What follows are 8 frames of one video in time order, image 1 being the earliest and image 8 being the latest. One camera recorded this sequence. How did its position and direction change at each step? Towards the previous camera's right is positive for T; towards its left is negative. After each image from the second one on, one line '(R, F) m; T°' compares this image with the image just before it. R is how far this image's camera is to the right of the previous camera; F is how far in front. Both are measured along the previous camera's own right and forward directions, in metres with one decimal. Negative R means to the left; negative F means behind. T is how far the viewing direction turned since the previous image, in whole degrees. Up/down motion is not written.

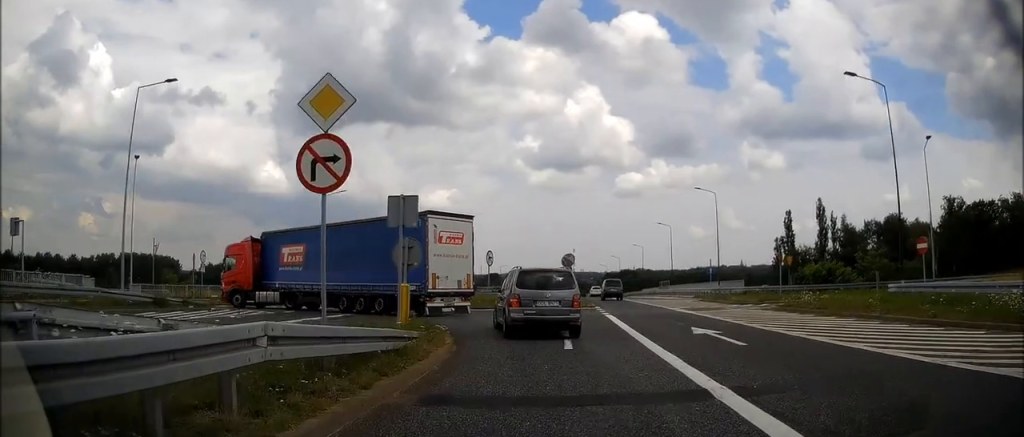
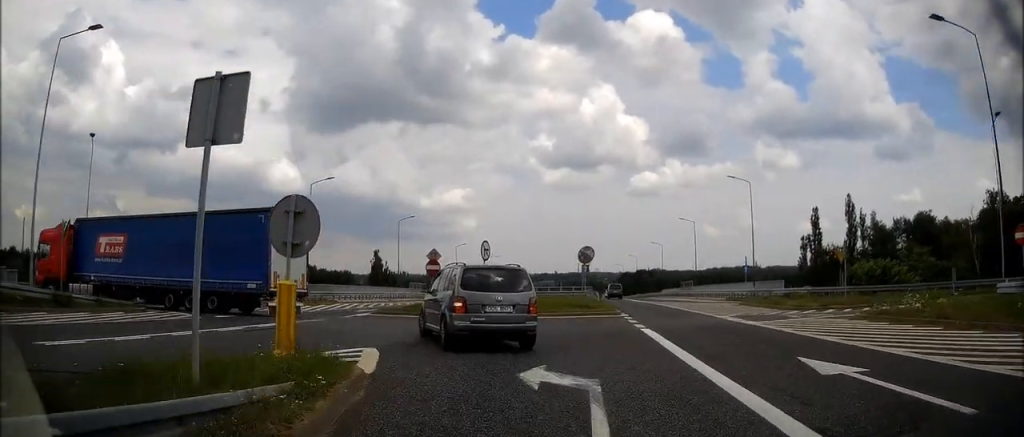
(-0.1, +6.8) m; -4°
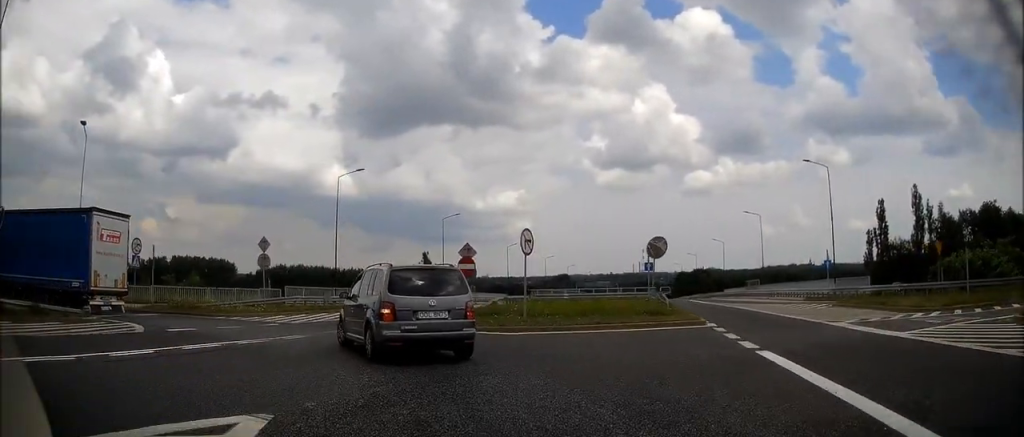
(-0.3, +5.7) m; -5°
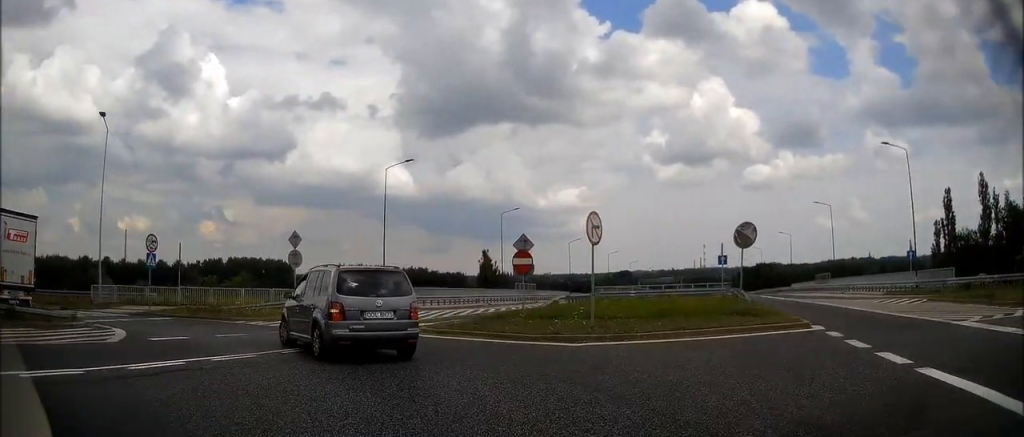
(-0.1, +3.4) m; -7°
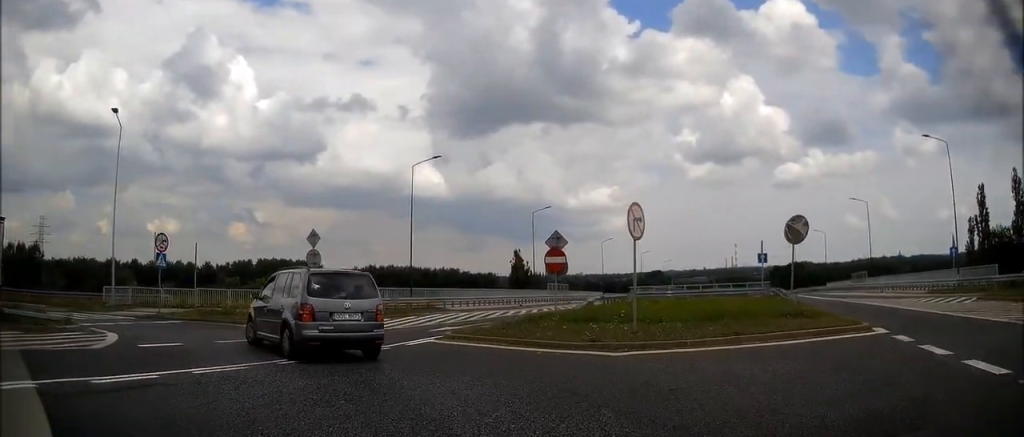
(0.0, +1.5) m; -4°
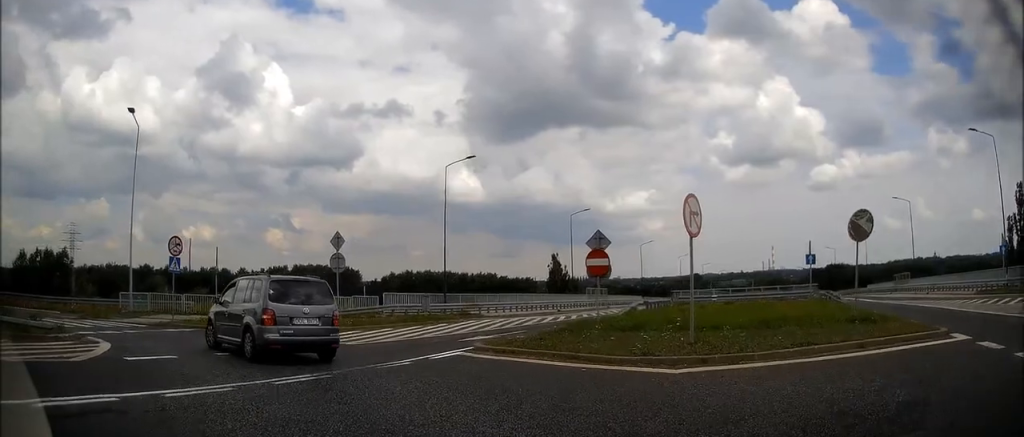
(-0.1, +1.5) m; -4°
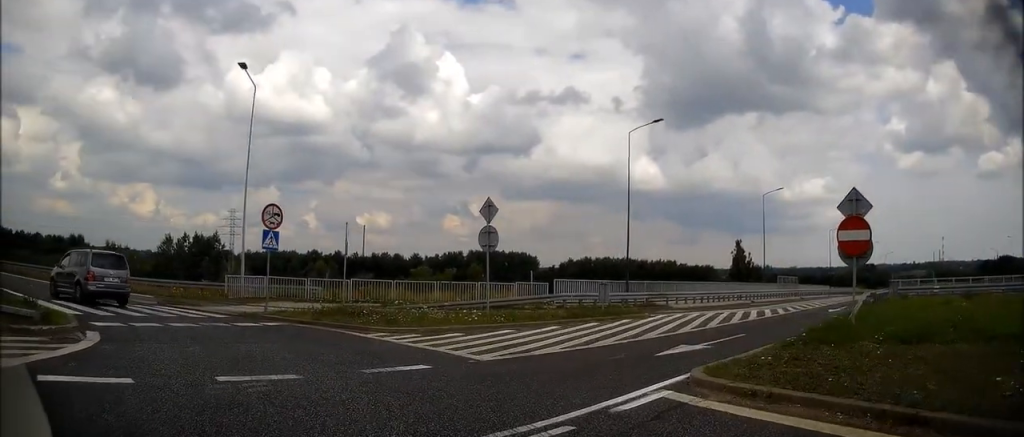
(-0.8, +6.0) m; -18°
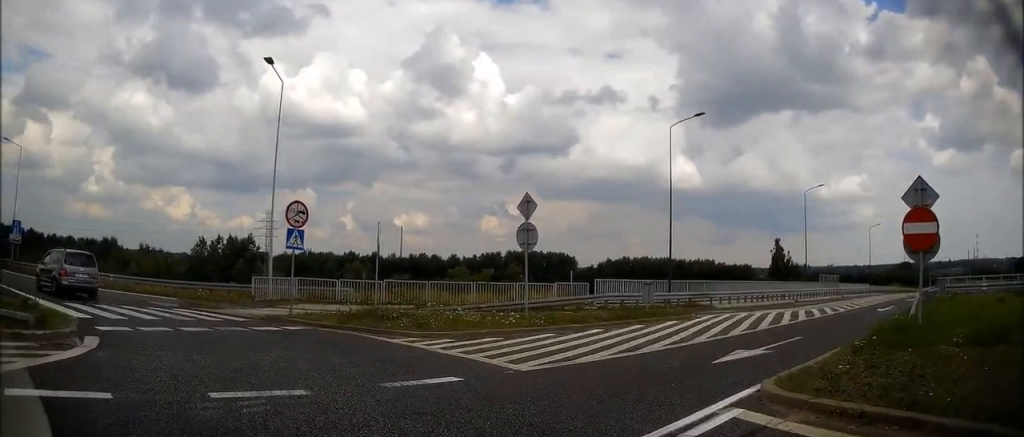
(+0.1, +1.5) m; -8°
